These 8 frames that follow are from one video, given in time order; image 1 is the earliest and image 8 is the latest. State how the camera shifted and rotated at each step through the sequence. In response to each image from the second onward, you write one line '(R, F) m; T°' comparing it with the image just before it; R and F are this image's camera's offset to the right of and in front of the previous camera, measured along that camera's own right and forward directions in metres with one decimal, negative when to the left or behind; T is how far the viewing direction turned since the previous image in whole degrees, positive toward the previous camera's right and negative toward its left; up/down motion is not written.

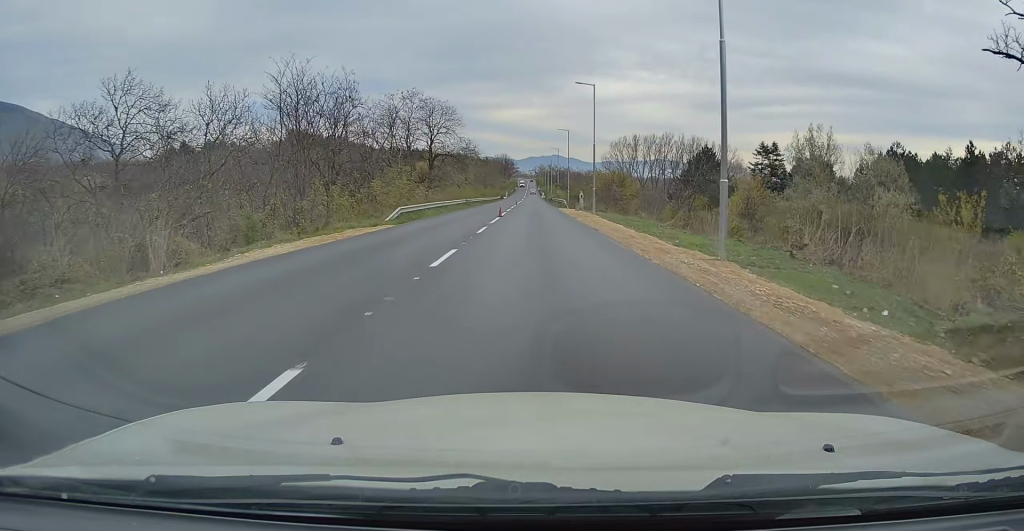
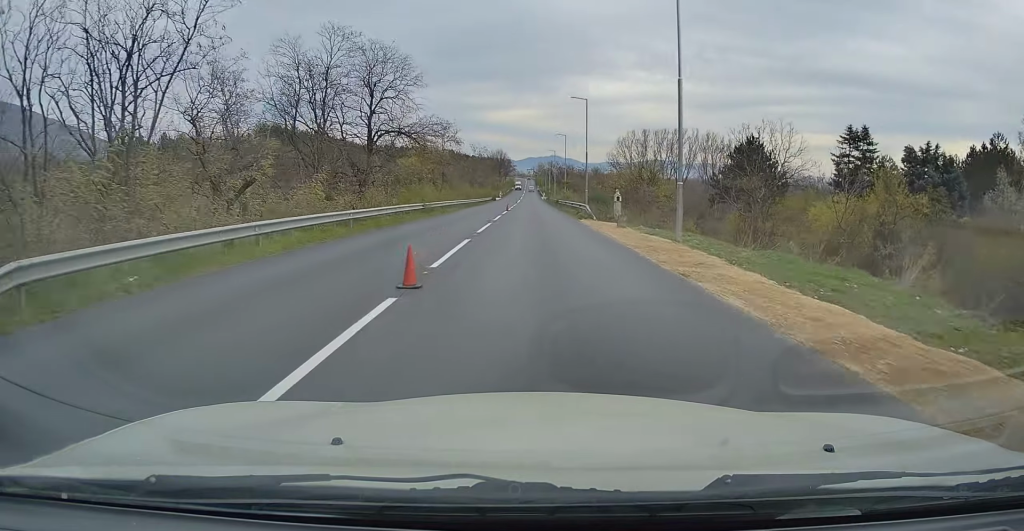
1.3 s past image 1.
(+0.5, +24.4) m; 0°
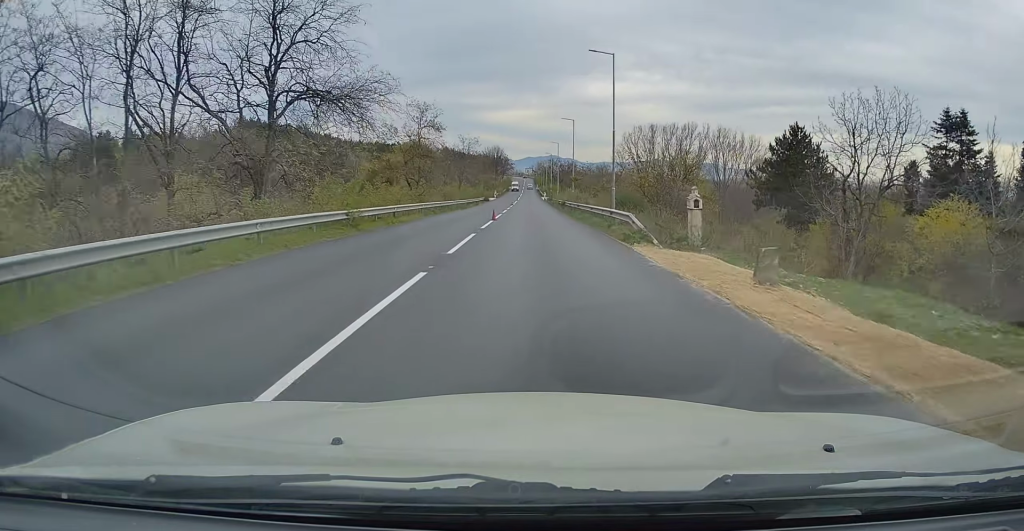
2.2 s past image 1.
(-0.4, +15.8) m; 0°
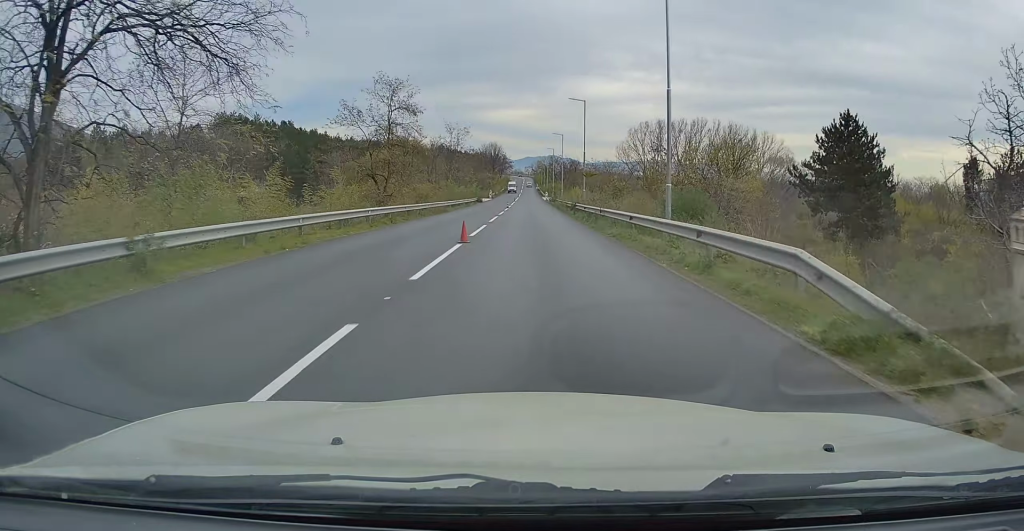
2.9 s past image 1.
(+0.3, +12.9) m; 0°
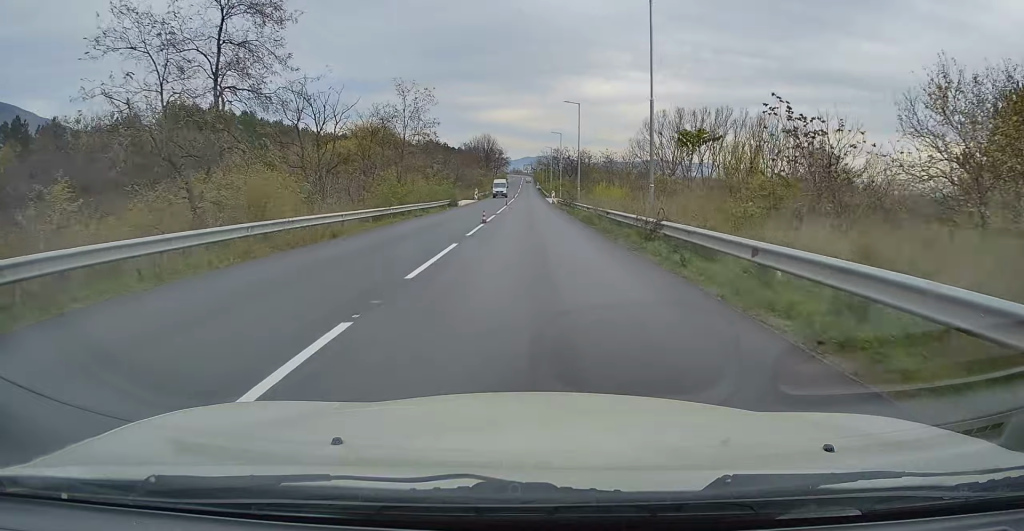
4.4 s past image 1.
(-0.2, +27.2) m; 0°
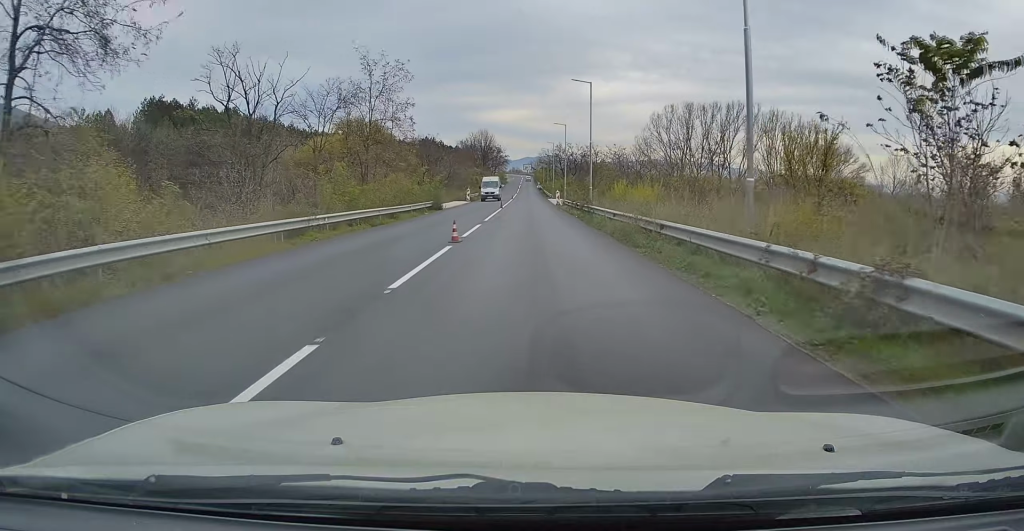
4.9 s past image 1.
(+0.2, +9.9) m; 0°
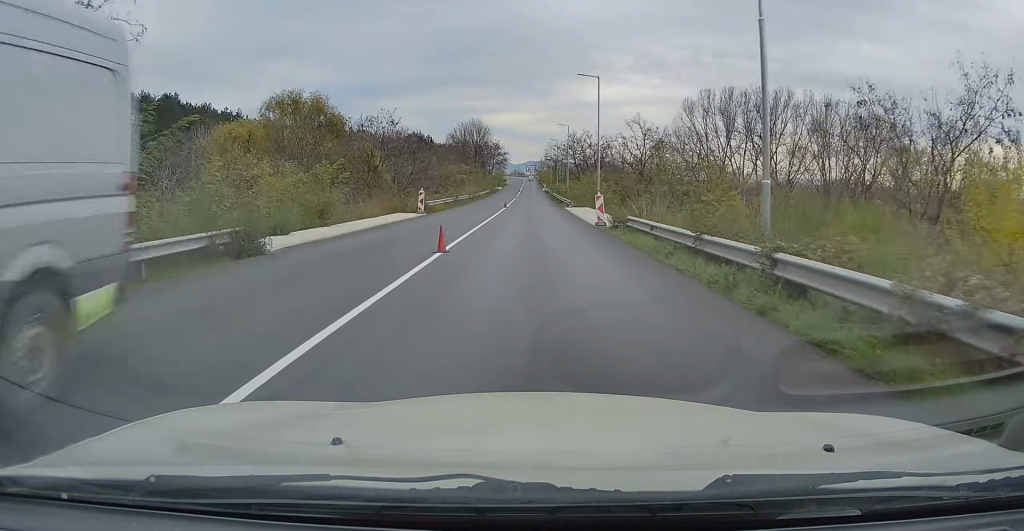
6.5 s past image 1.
(-0.2, +30.6) m; -1°
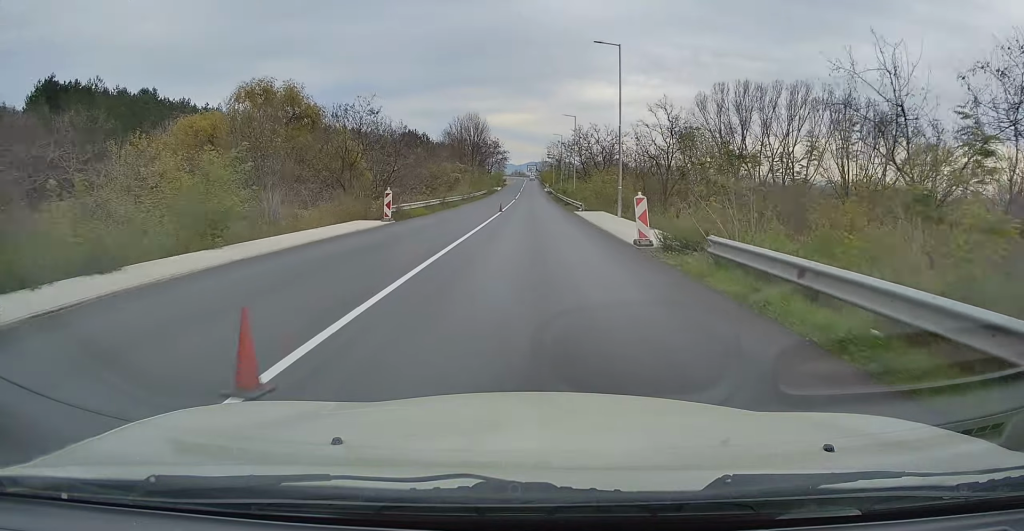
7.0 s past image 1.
(-0.2, +8.9) m; 0°
